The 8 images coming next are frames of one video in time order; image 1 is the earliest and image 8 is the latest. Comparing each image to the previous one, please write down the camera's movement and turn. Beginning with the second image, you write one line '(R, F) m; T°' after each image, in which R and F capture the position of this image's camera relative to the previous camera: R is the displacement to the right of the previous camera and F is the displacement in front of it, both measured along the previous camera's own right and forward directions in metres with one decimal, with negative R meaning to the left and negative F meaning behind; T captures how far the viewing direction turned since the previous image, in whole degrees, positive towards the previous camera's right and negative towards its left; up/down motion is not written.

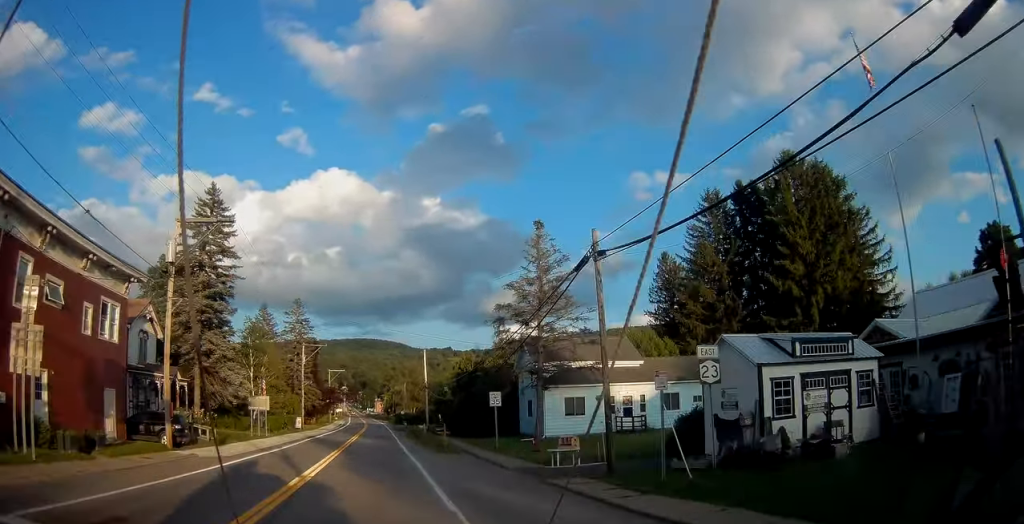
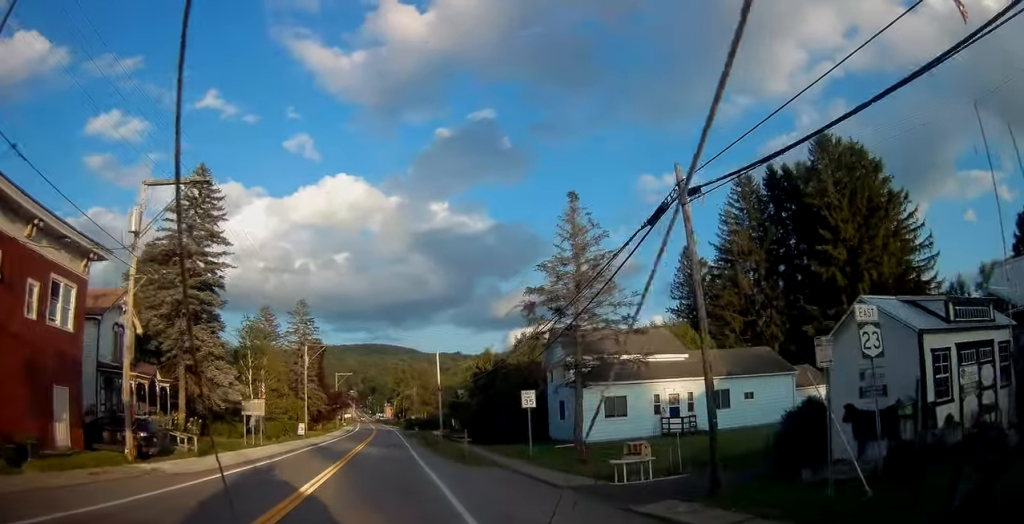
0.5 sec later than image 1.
(+0.1, +4.5) m; -1°
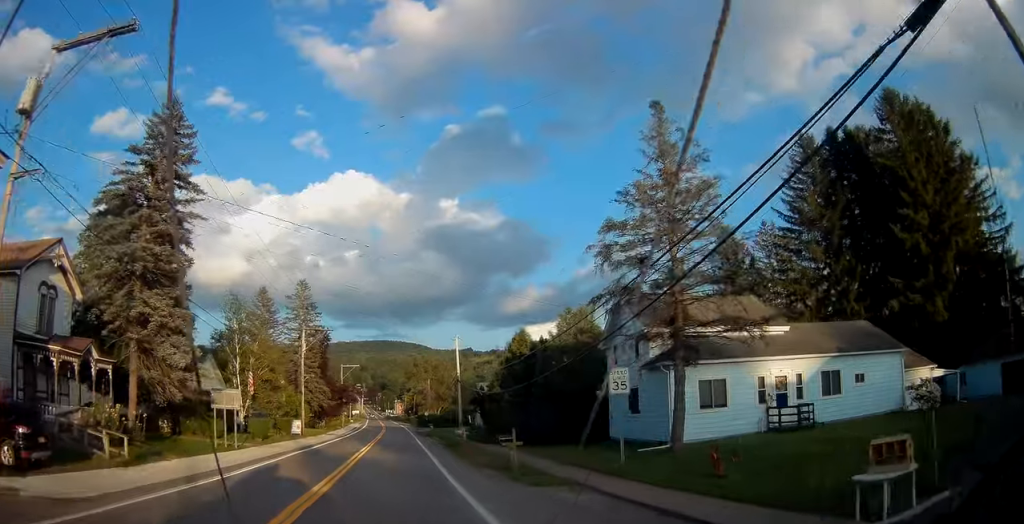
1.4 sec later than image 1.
(-0.3, +8.2) m; -1°
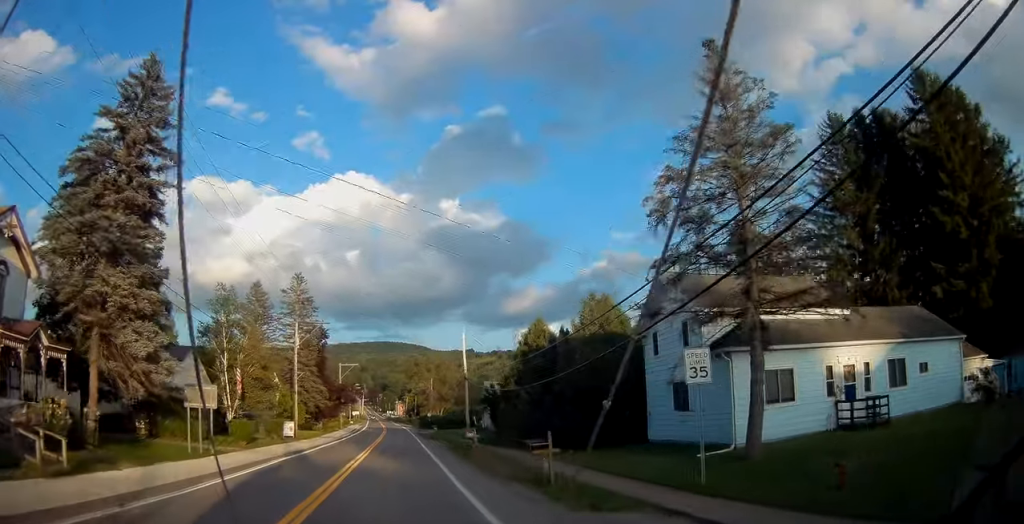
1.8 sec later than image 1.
(+0.1, +4.3) m; 0°
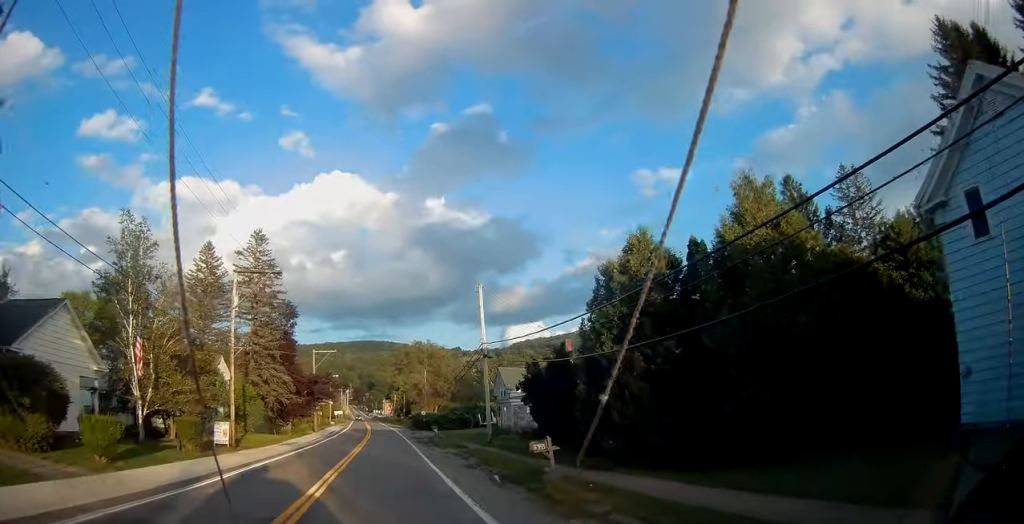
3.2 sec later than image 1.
(0.0, +16.2) m; +1°
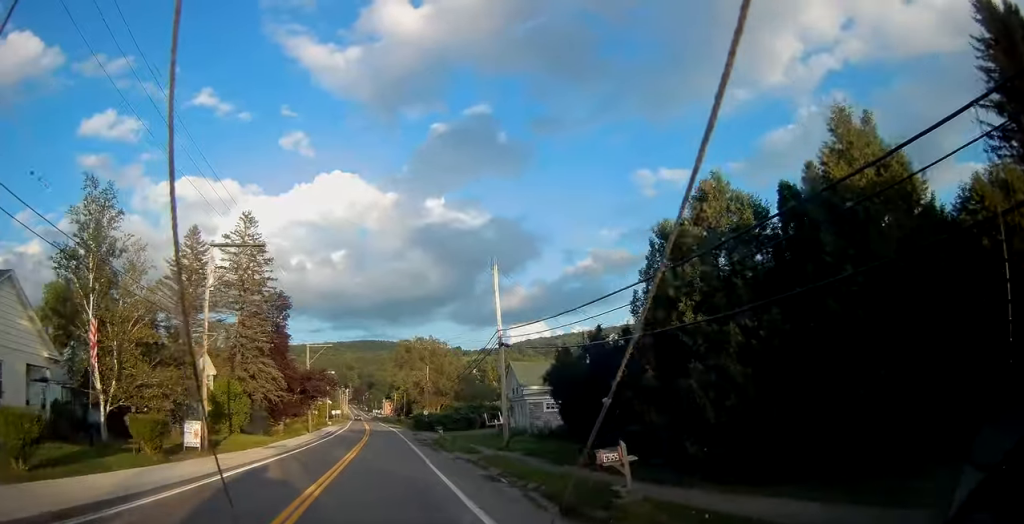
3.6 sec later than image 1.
(0.0, +4.8) m; 0°
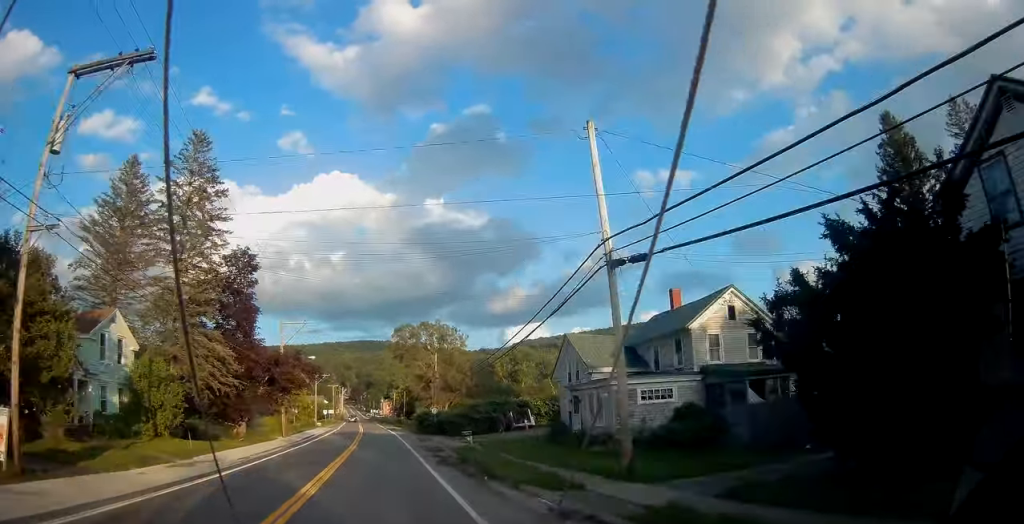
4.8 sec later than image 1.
(+0.2, +15.2) m; 0°
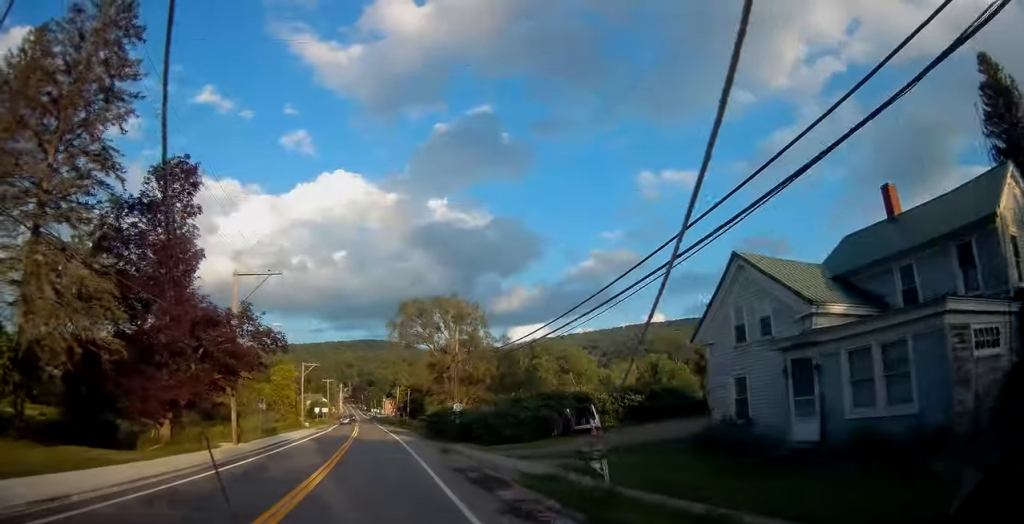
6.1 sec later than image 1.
(-0.2, +16.8) m; -1°
